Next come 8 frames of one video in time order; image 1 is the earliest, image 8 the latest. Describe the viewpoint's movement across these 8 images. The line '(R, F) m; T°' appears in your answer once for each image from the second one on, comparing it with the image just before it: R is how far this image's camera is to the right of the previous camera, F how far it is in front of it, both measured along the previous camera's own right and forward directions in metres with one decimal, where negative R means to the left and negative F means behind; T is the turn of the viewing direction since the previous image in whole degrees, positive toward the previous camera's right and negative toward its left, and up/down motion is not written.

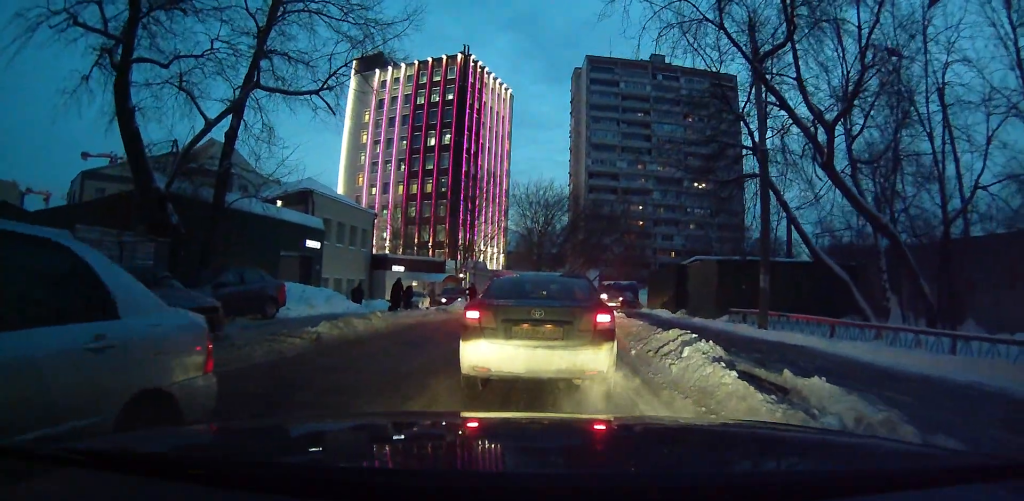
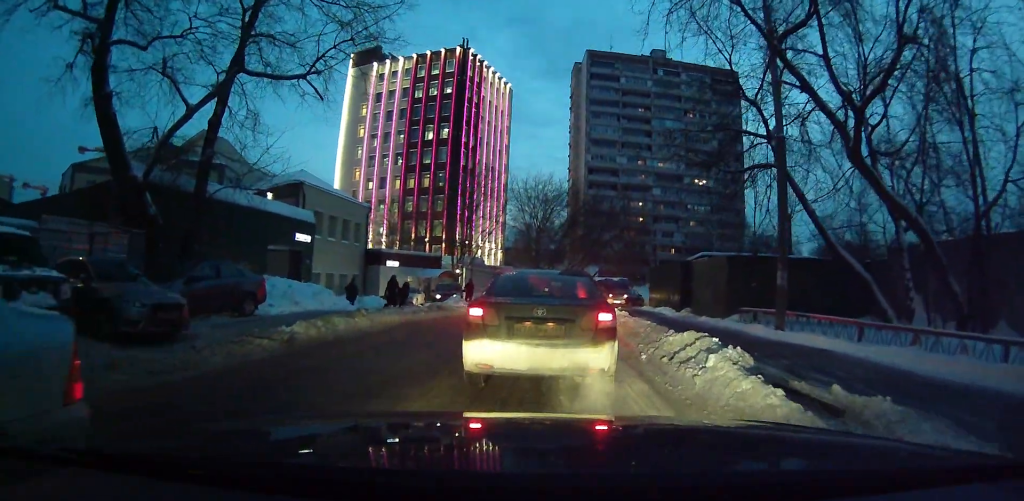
(0.0, +0.8) m; +2°
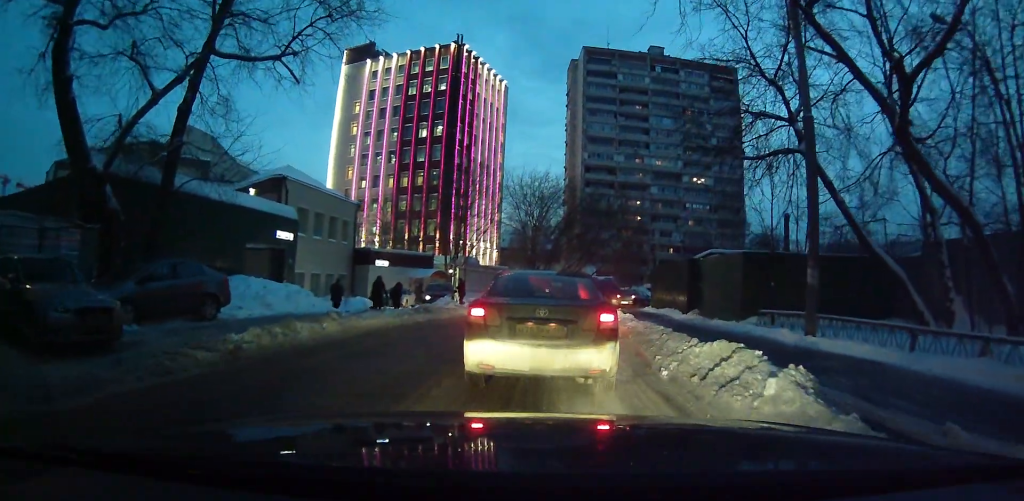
(0.0, +1.3) m; +2°
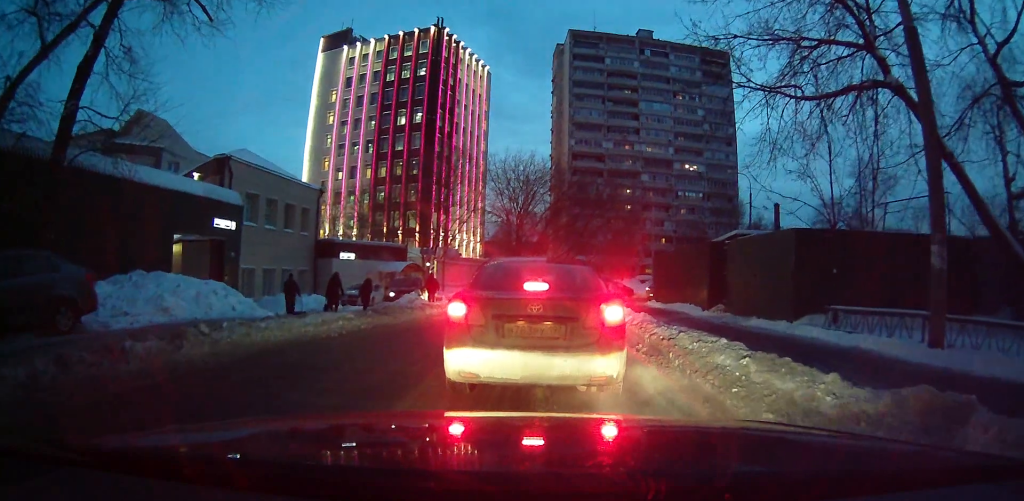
(-0.1, +3.8) m; -3°
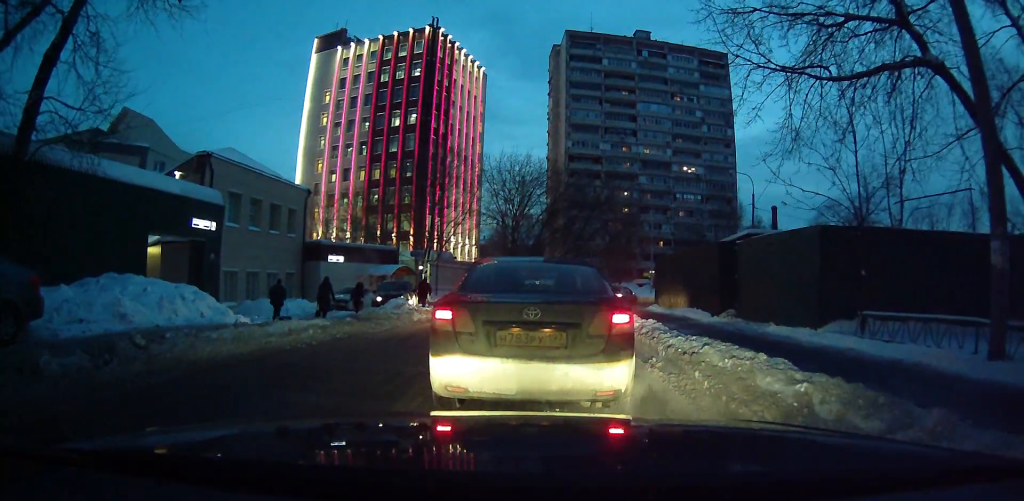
(0.0, +1.7) m; -1°
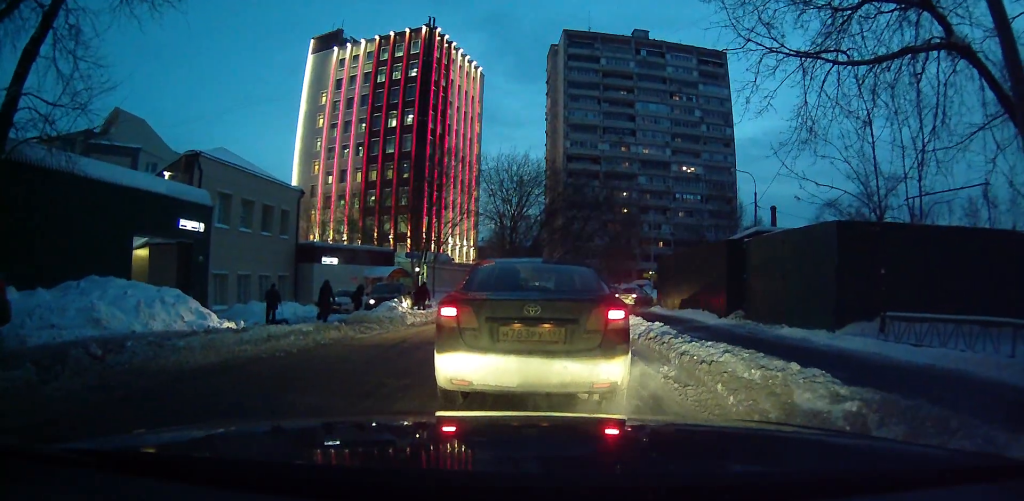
(0.0, +2.0) m; 0°
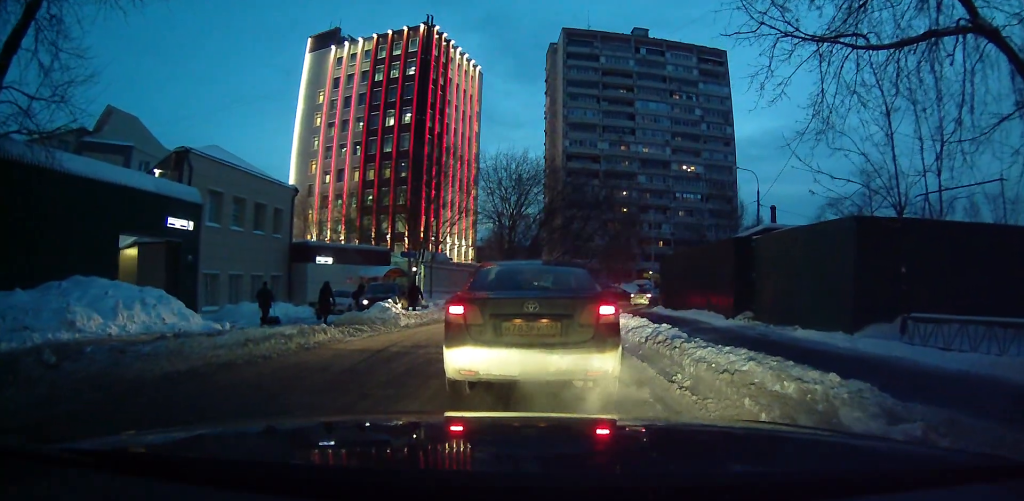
(0.0, +2.0) m; 0°
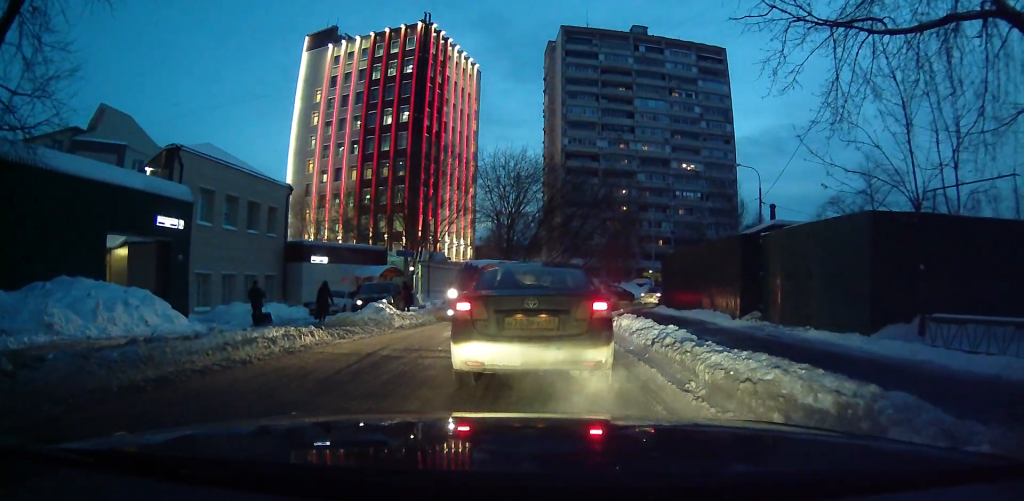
(0.0, +1.3) m; 0°
